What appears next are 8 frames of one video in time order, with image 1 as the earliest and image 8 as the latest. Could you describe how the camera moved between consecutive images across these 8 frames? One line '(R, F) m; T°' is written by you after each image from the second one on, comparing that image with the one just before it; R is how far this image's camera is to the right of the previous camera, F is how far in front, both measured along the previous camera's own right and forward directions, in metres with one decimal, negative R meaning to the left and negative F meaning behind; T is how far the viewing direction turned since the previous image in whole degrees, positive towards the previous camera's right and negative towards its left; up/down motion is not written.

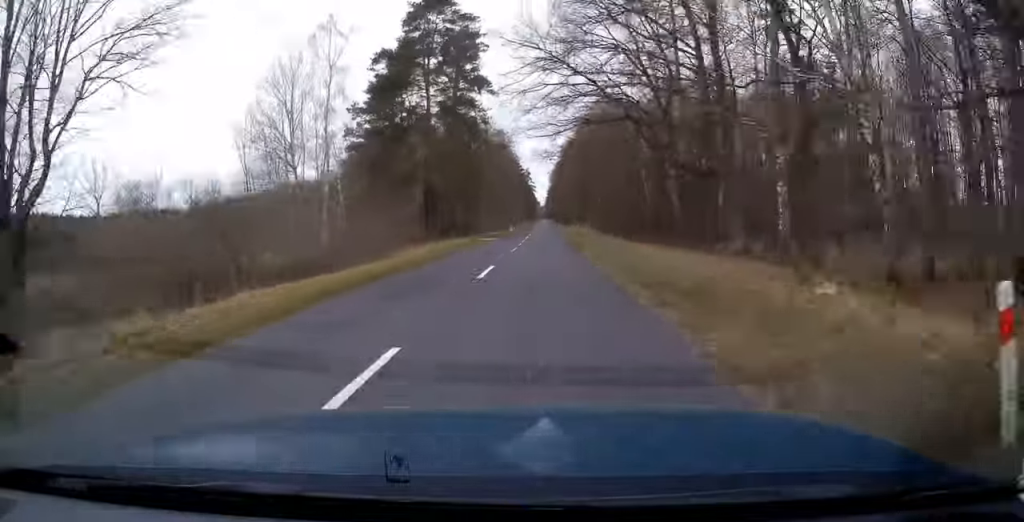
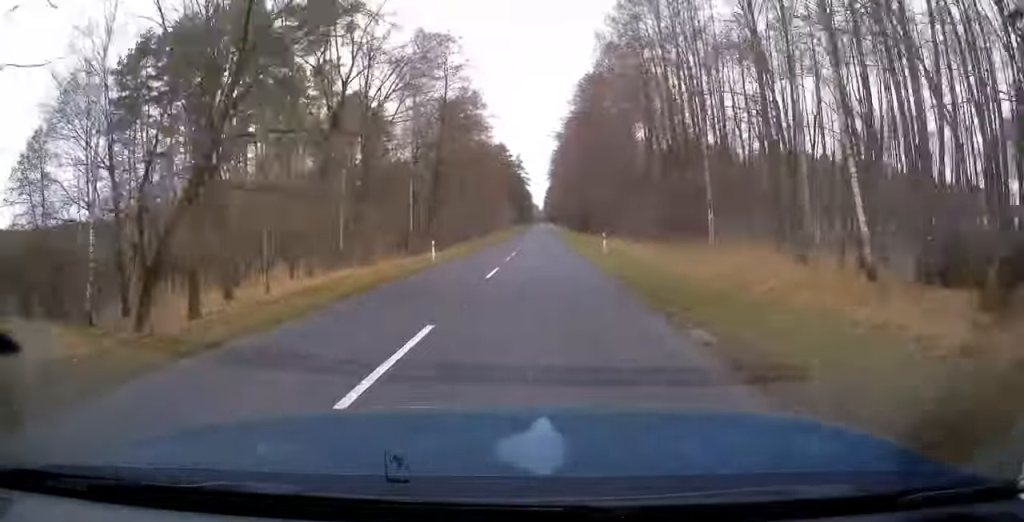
(-0.1, +71.8) m; 0°
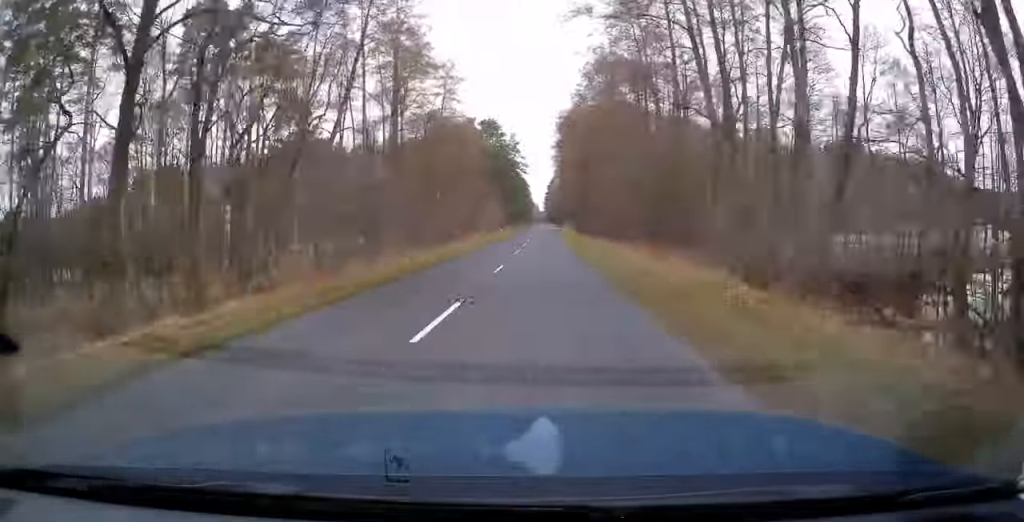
(-0.1, +46.3) m; 0°
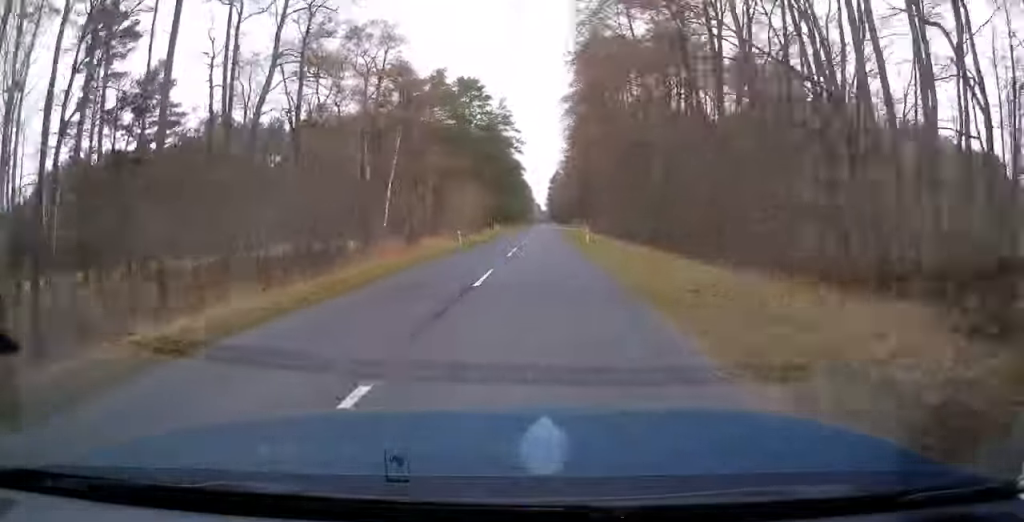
(0.0, +42.2) m; 0°
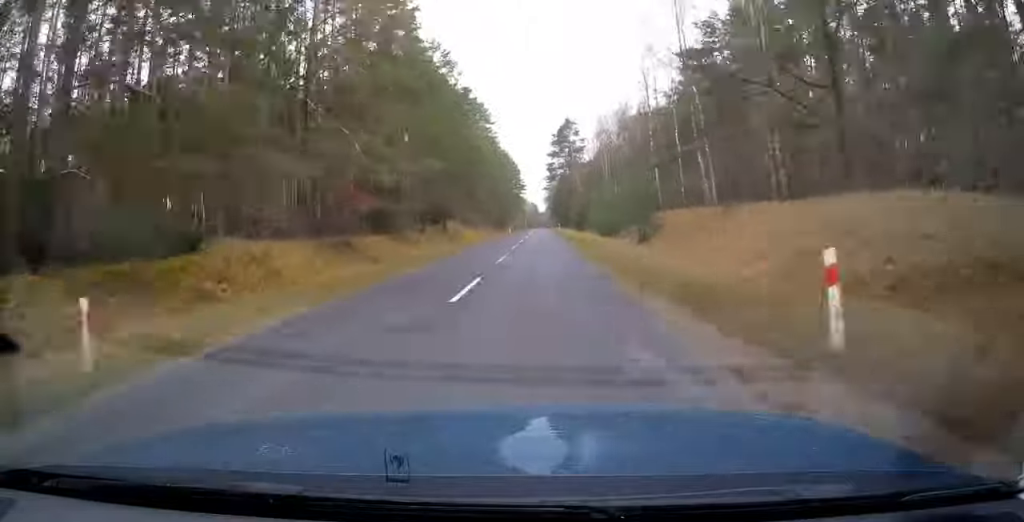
(+0.5, +135.9) m; 0°
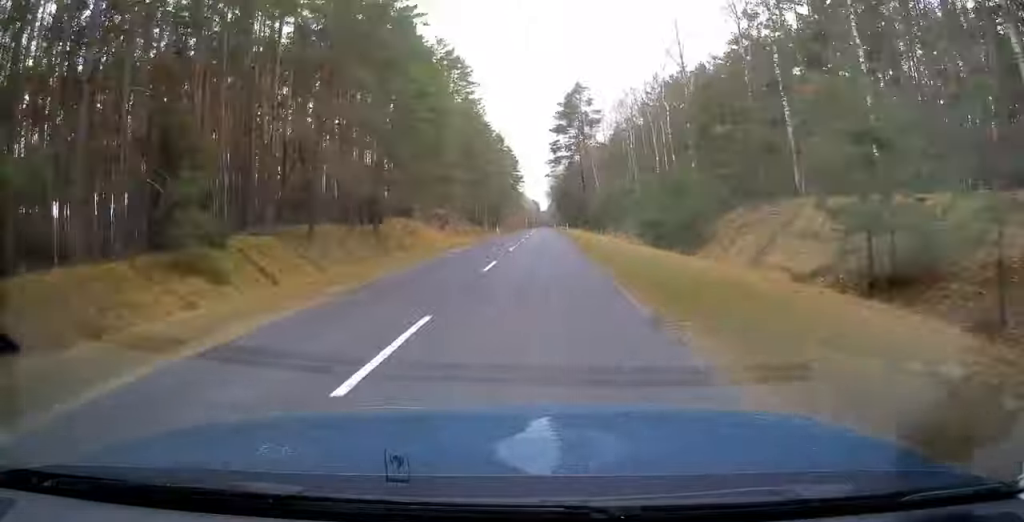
(0.0, +31.1) m; 0°
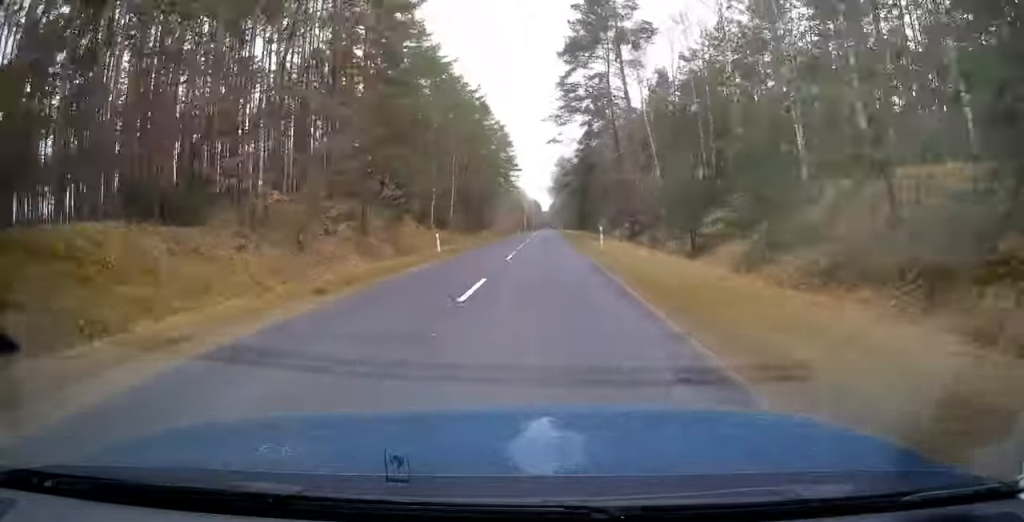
(-0.1, +43.1) m; 0°
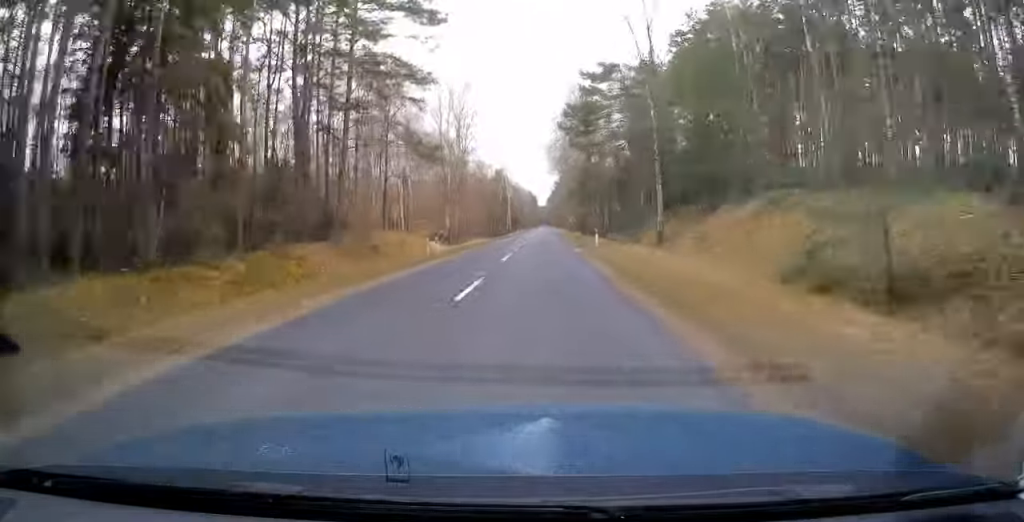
(-0.1, +98.5) m; 0°
